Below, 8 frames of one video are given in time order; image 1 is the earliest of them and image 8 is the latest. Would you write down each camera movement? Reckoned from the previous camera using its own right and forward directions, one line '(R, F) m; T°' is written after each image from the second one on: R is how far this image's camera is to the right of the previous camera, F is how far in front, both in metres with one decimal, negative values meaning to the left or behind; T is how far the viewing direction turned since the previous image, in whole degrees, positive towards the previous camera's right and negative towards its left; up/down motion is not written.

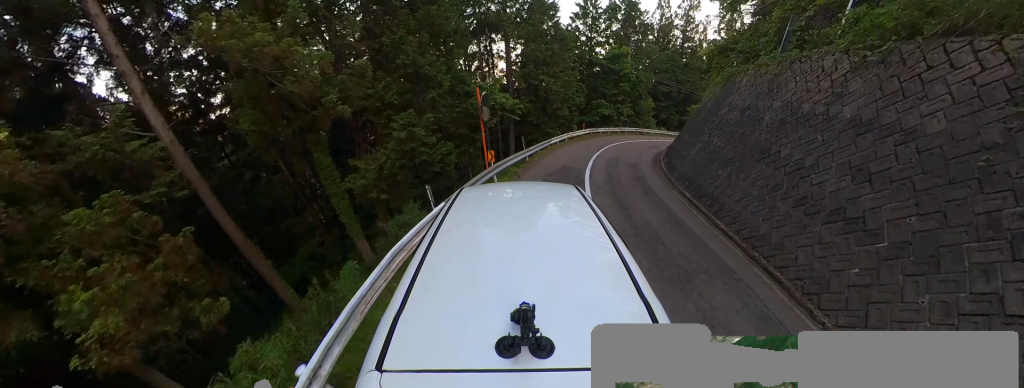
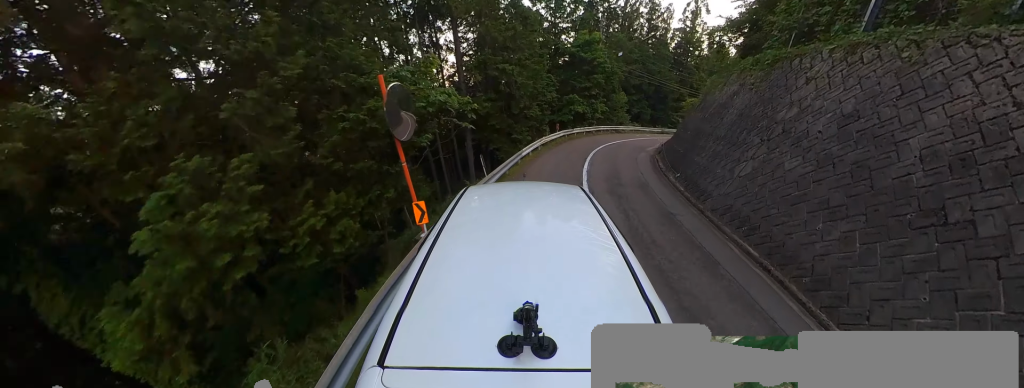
(+0.2, +5.4) m; -6°
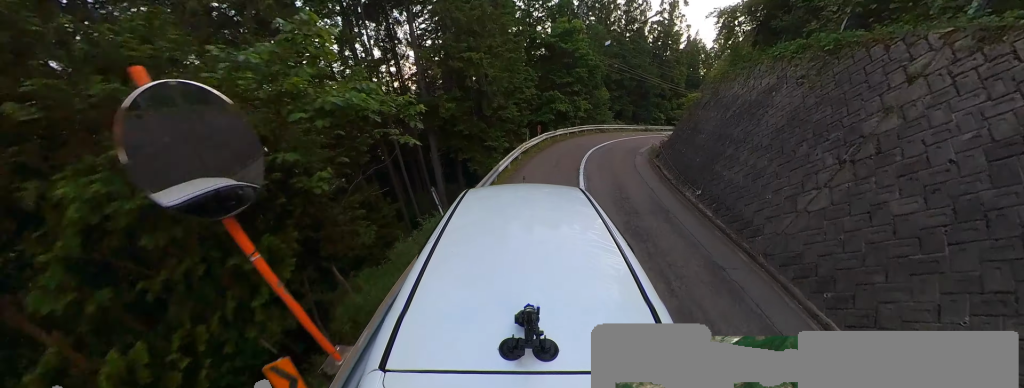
(-0.3, +3.3) m; -1°
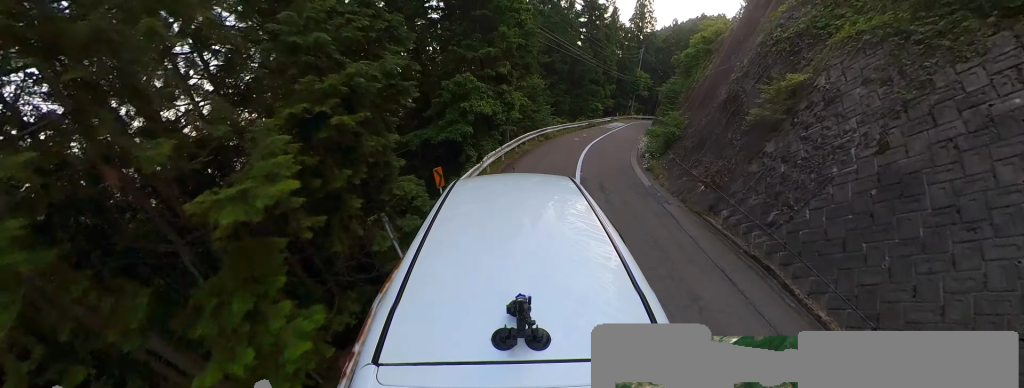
(+0.1, +11.8) m; +7°
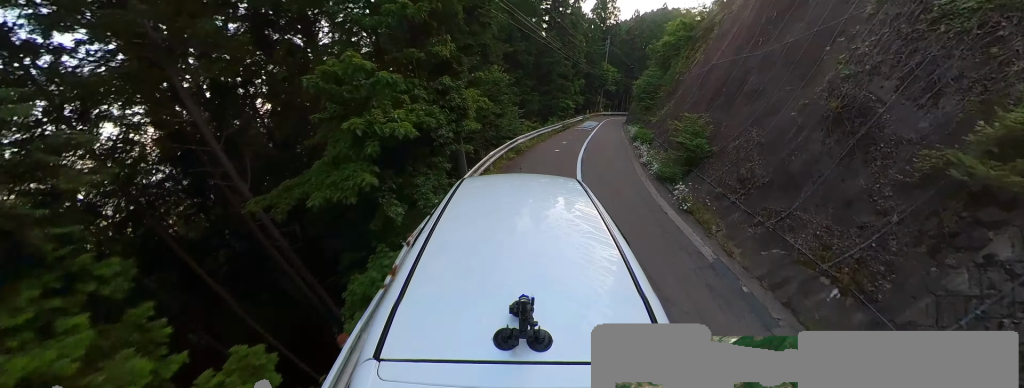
(+0.2, +6.0) m; +8°
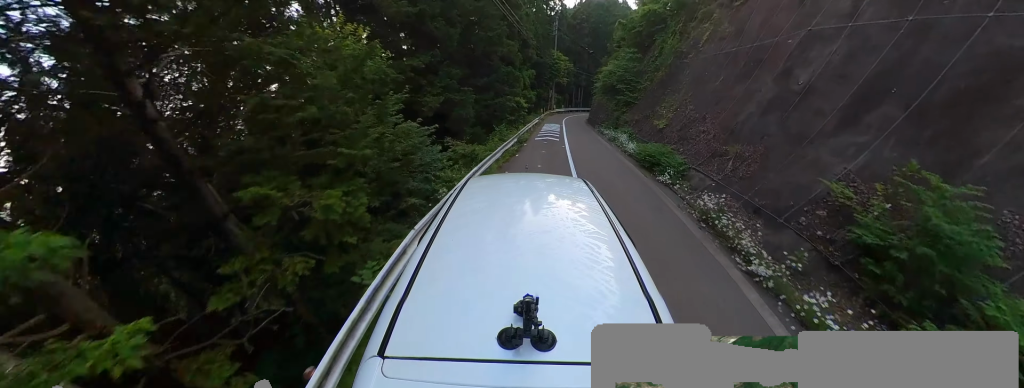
(+1.5, +10.5) m; +20°
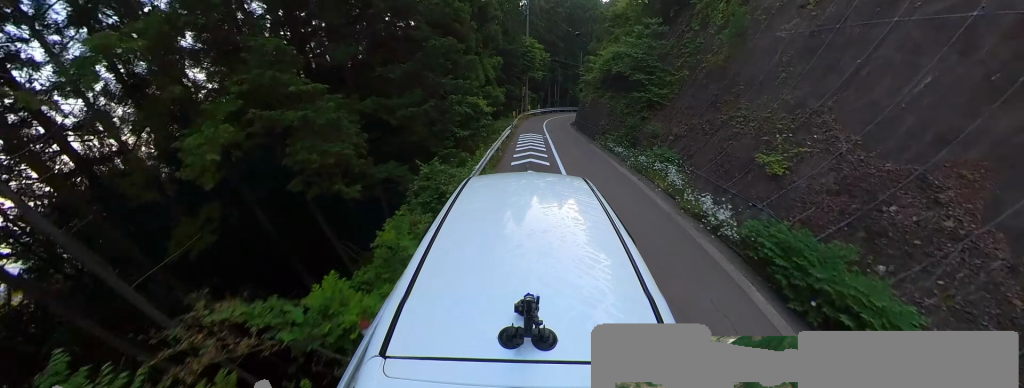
(+1.5, +9.7) m; +9°
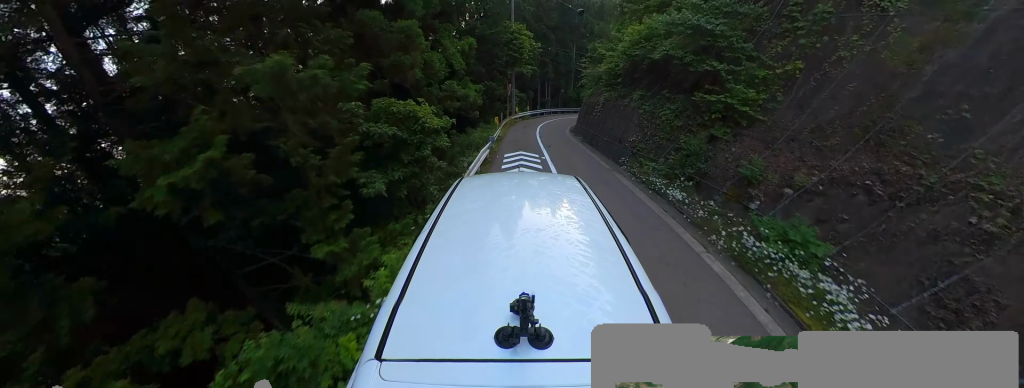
(+0.1, +7.2) m; -6°
